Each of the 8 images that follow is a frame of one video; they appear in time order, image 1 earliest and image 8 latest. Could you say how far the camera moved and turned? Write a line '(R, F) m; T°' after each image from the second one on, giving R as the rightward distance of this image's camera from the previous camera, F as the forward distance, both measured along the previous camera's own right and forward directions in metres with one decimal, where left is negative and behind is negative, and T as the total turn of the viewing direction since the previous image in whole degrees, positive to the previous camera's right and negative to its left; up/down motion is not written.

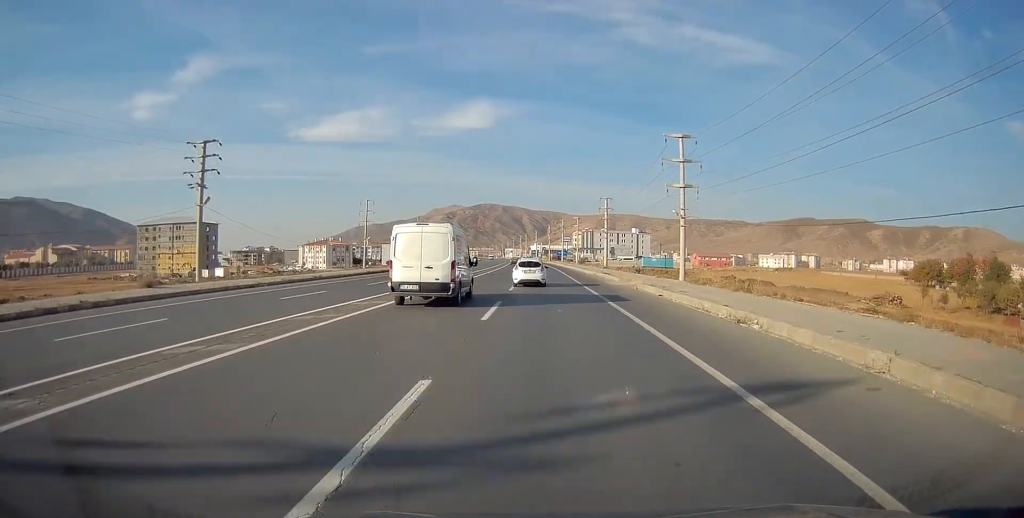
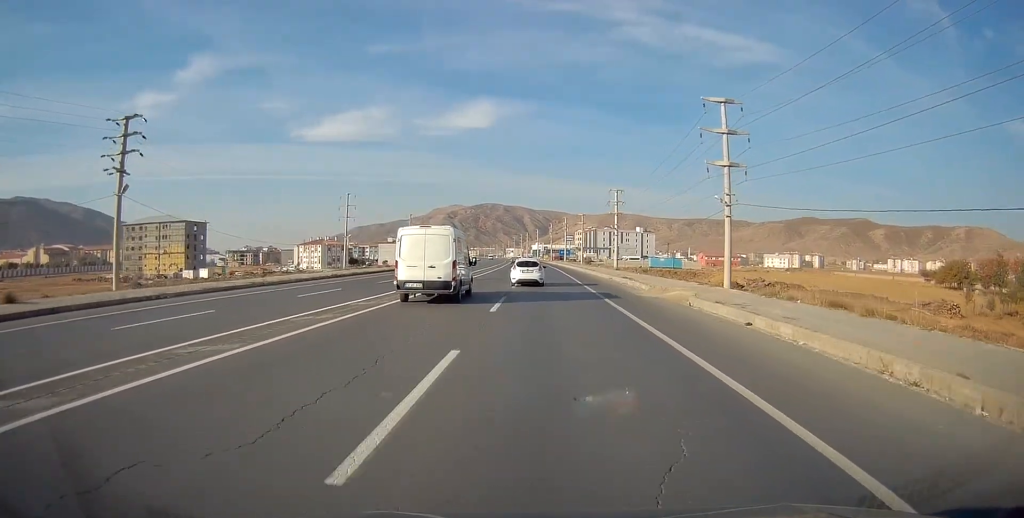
(+0.1, +10.0) m; 0°
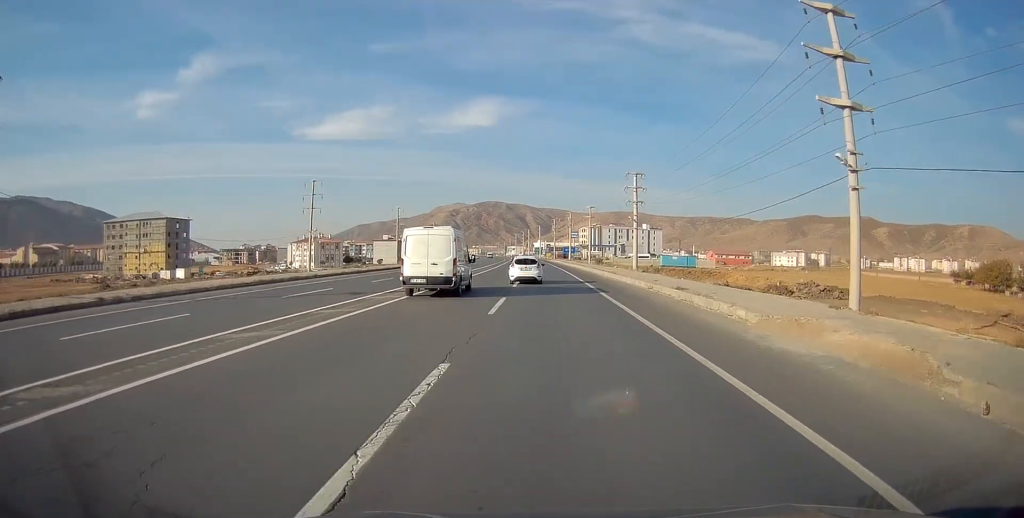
(0.0, +13.6) m; -1°
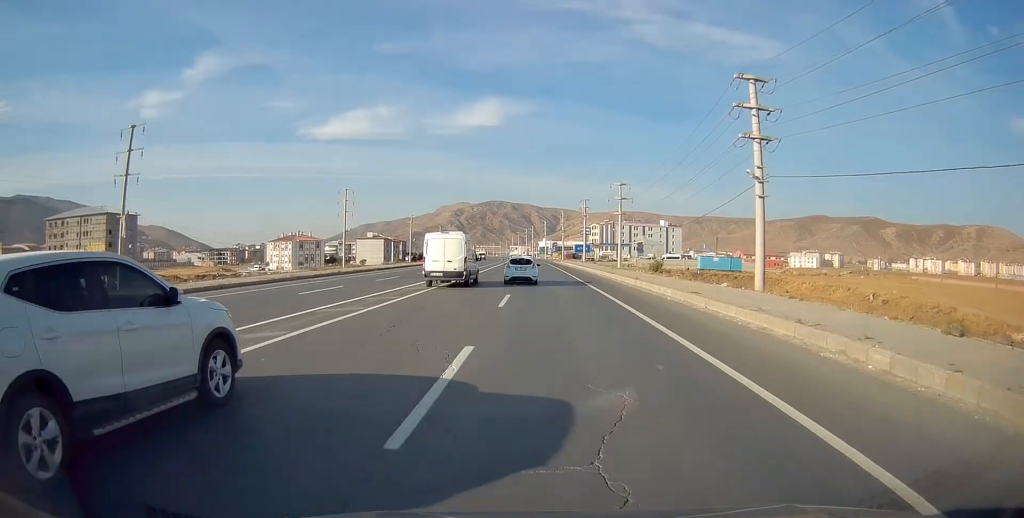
(-0.4, +34.8) m; 0°
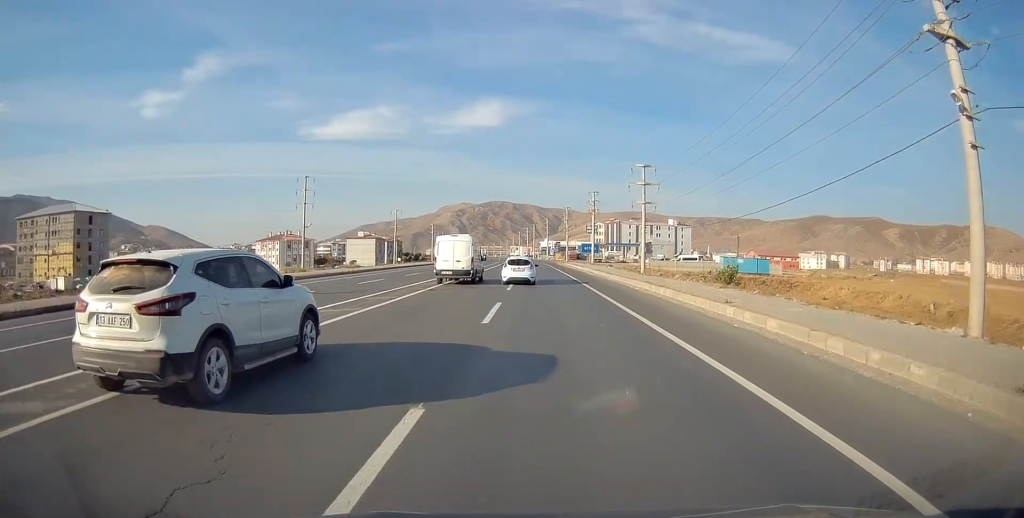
(+0.2, +15.5) m; 0°
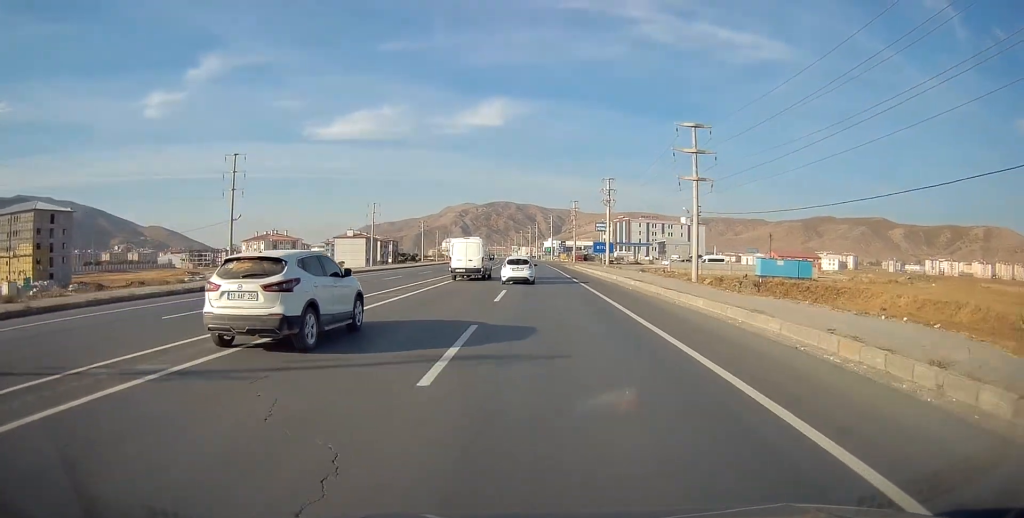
(-0.1, +18.0) m; -1°
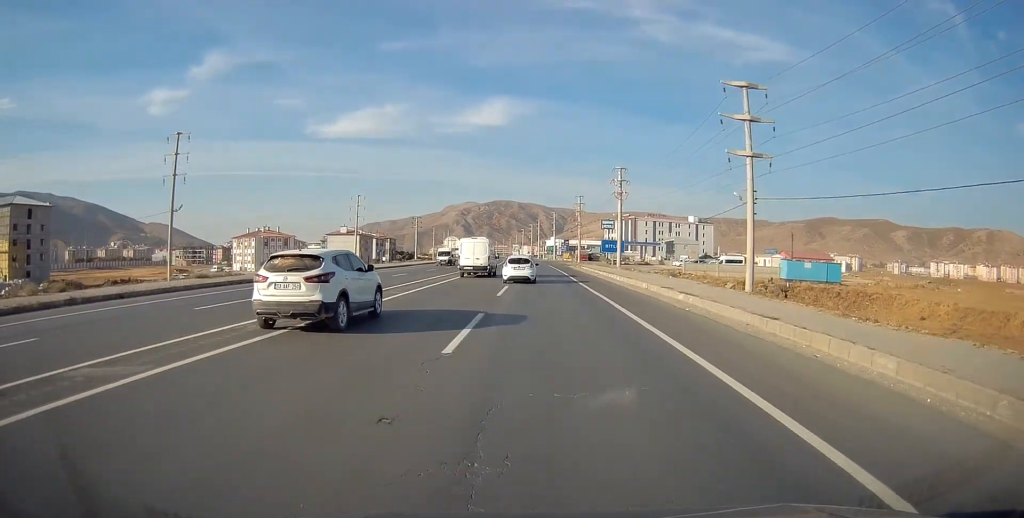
(-0.2, +9.9) m; 0°
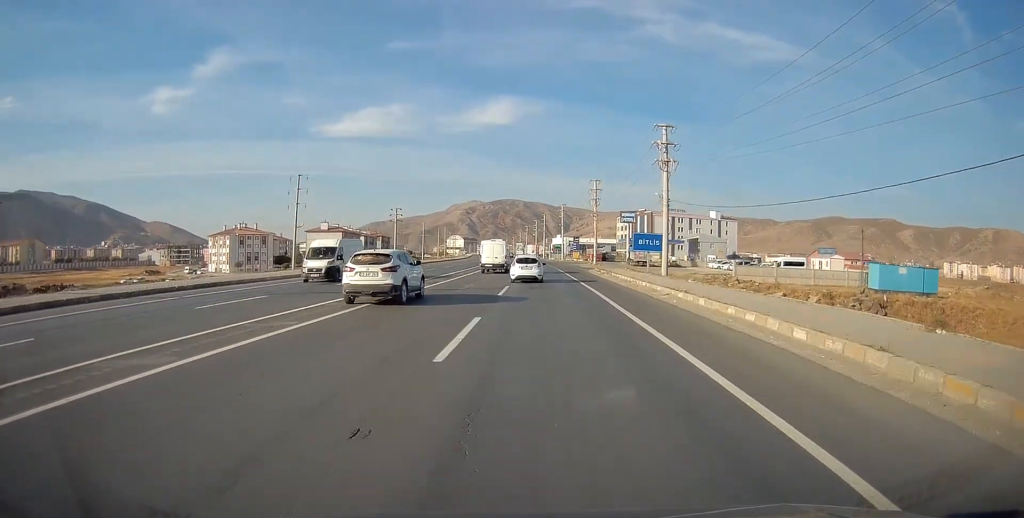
(+0.2, +24.3) m; 0°
